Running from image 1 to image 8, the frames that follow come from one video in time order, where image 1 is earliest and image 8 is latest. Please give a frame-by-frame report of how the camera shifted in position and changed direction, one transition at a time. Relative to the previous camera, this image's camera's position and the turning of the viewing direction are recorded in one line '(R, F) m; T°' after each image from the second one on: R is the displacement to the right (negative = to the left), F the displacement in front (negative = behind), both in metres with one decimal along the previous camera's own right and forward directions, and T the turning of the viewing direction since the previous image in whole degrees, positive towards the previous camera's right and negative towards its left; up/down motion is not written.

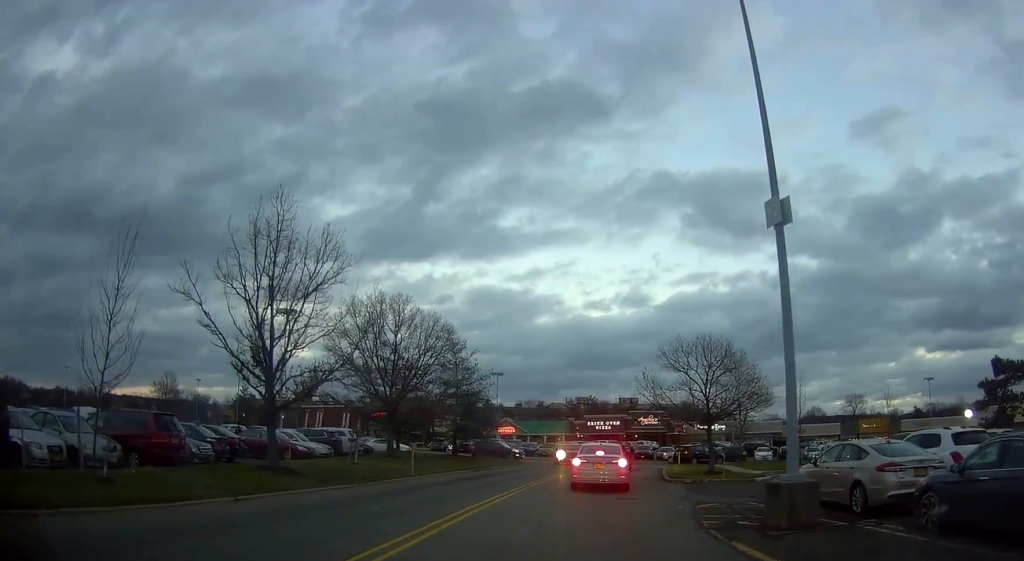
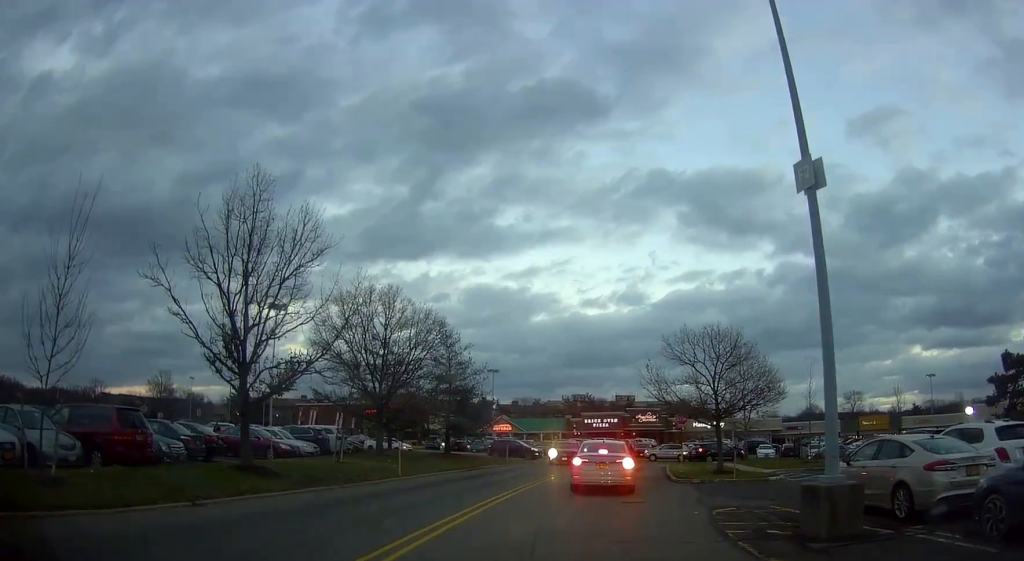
(0.0, +1.5) m; +2°
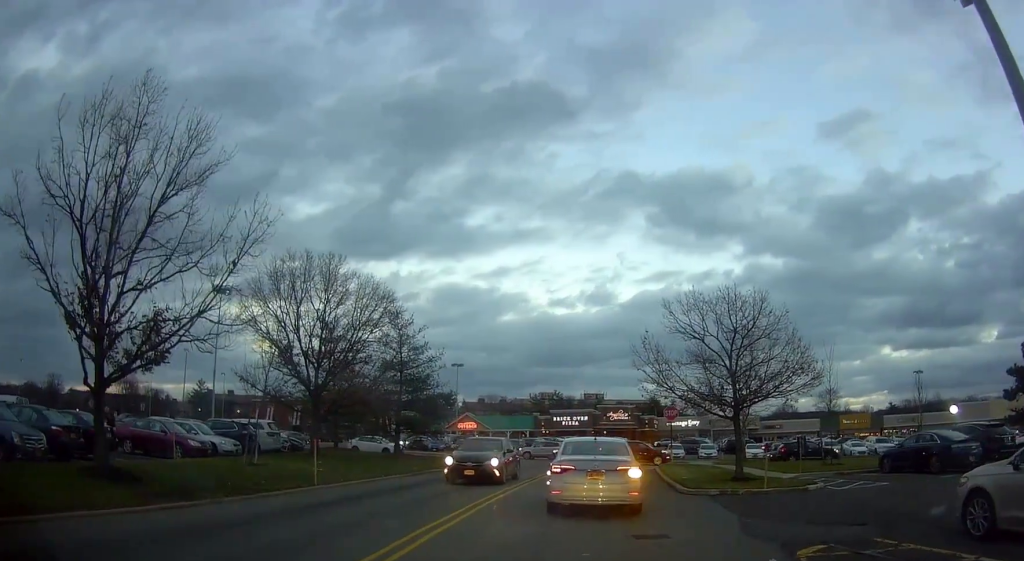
(+0.3, +5.1) m; +8°
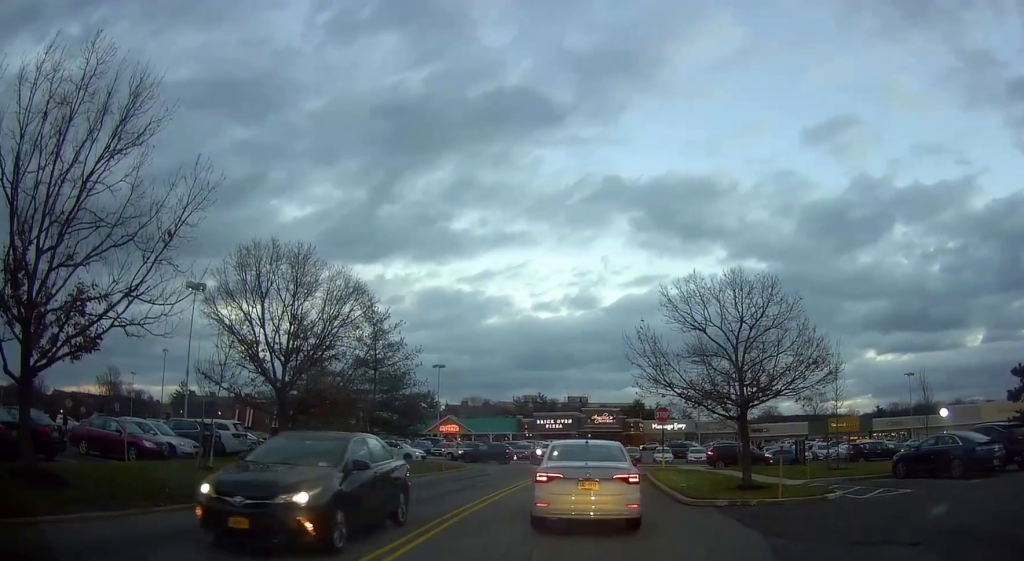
(+0.2, +1.9) m; -2°
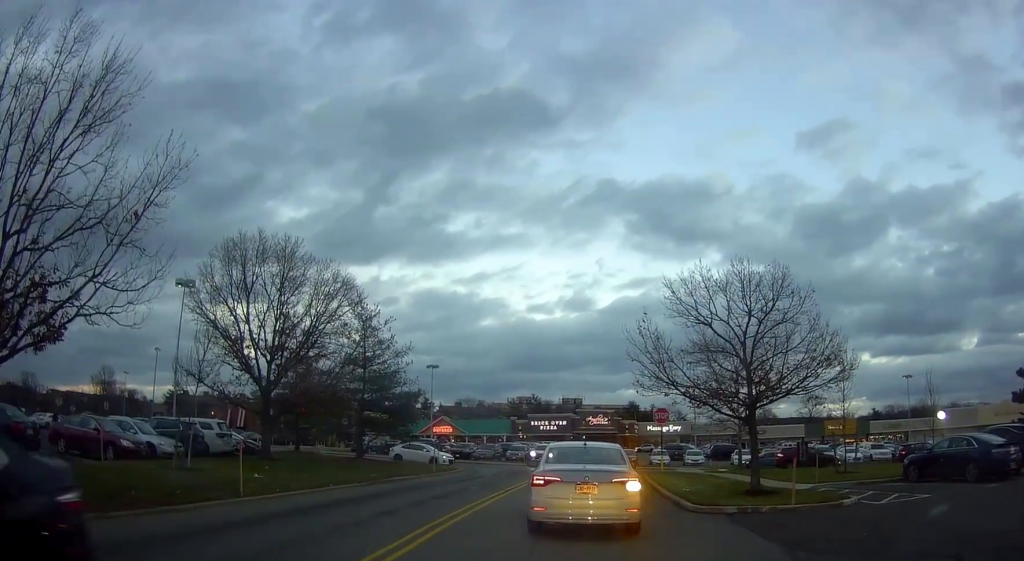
(-0.1, +1.0) m; -1°
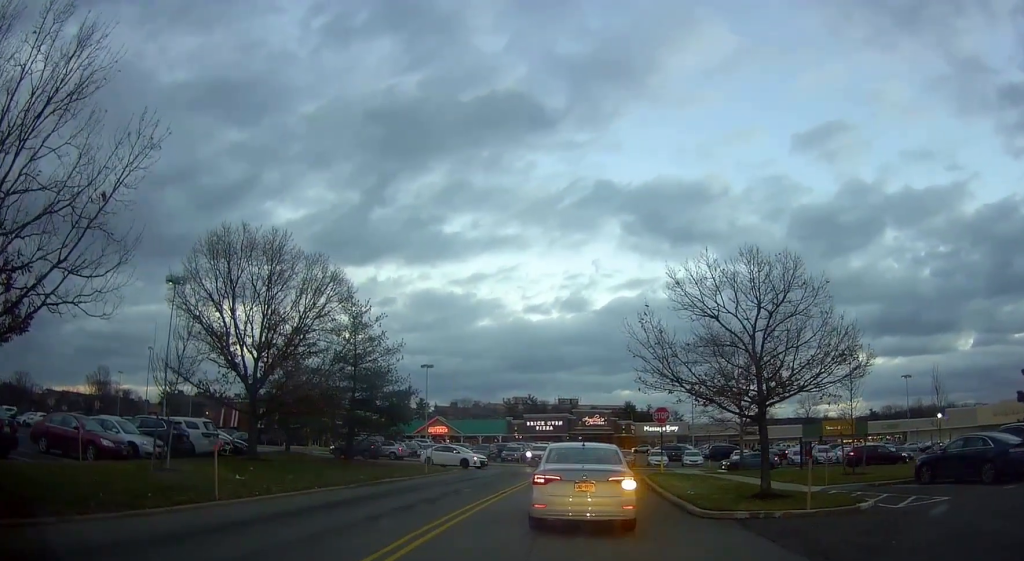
(-0.1, +1.0) m; -1°
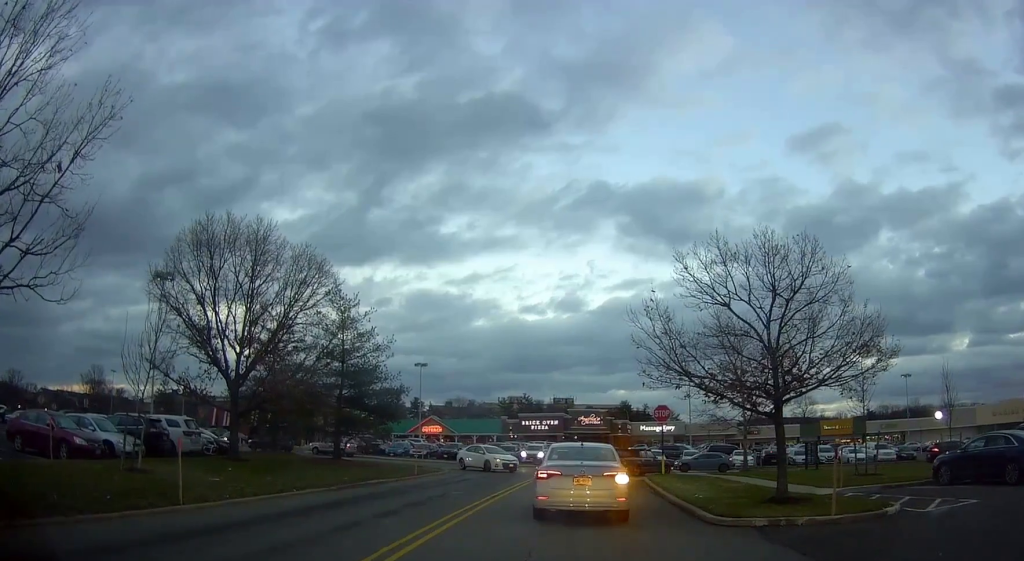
(+0.1, +1.4) m; 0°
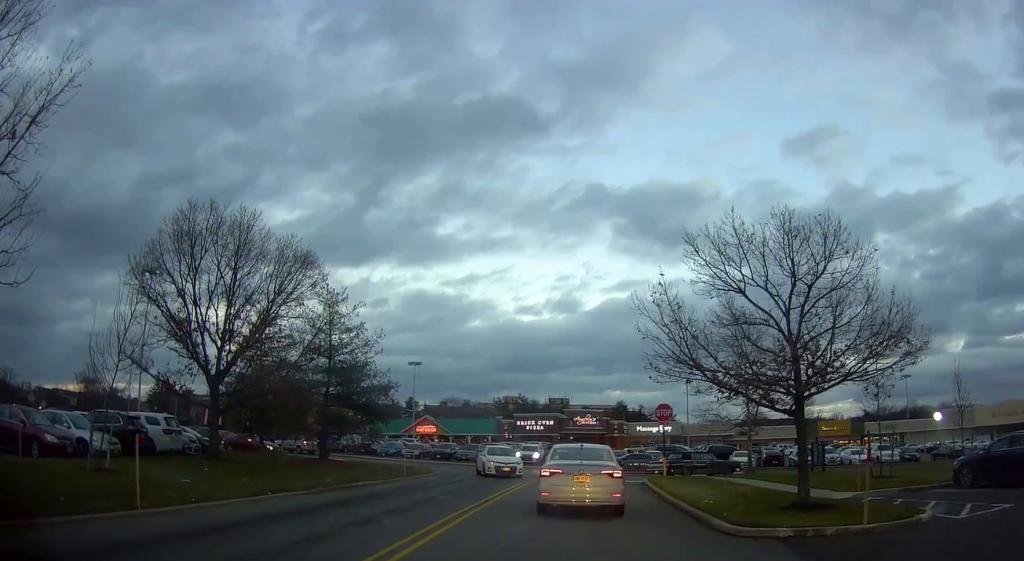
(-0.1, +1.3) m; +2°
